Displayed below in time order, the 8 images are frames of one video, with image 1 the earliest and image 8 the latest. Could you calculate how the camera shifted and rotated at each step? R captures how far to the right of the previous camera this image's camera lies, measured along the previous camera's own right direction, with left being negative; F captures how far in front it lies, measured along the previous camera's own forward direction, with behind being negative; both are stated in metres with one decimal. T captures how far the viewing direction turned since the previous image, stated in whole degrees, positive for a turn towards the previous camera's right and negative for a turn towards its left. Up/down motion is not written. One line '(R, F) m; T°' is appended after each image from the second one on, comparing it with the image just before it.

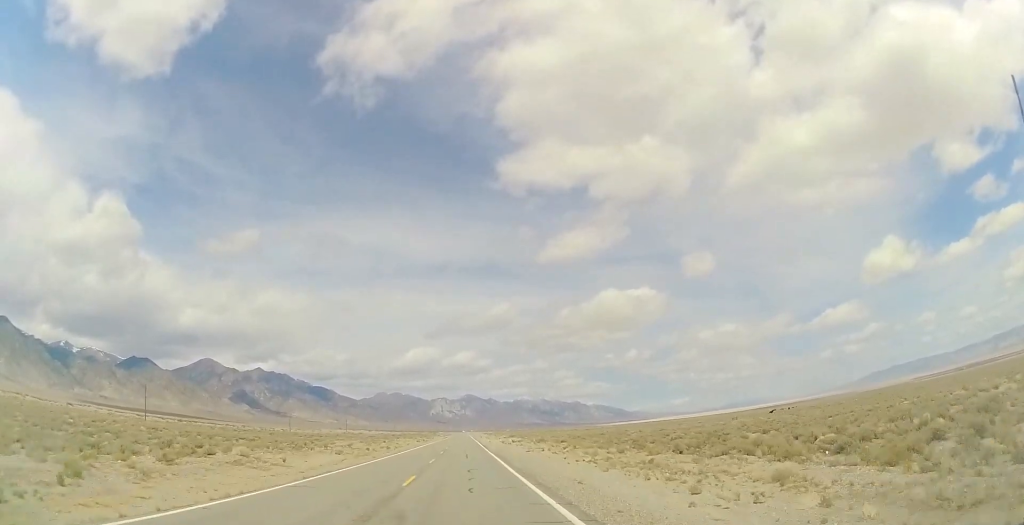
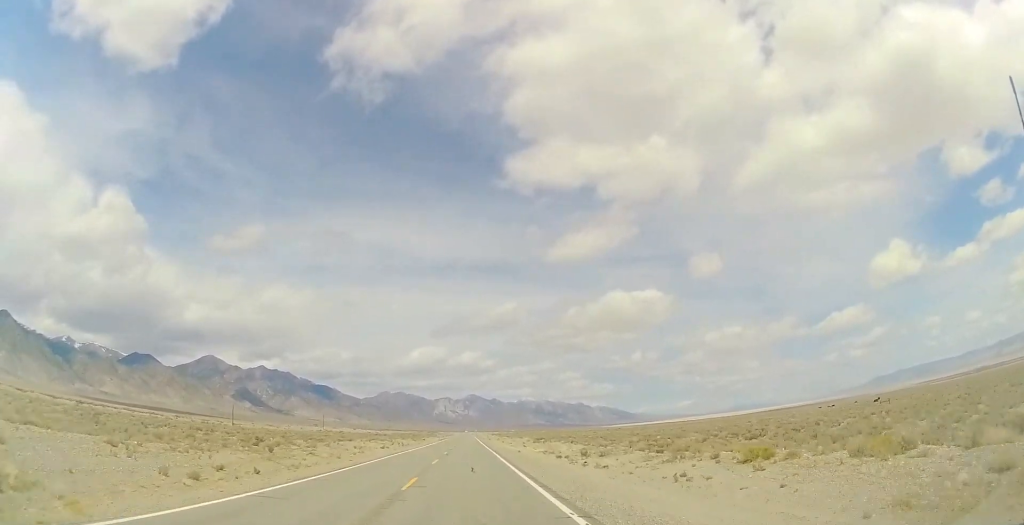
(+0.7, +49.6) m; 0°
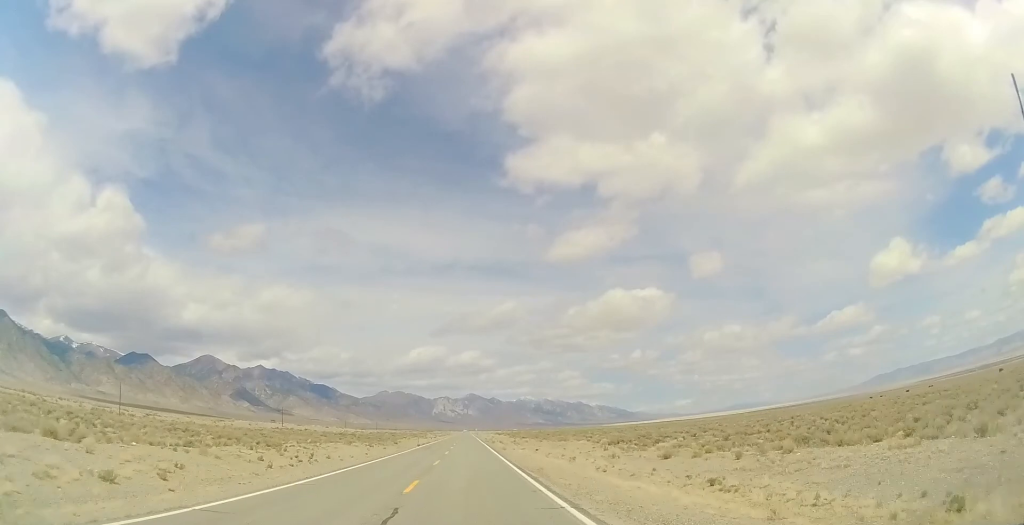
(-0.7, +49.7) m; 0°
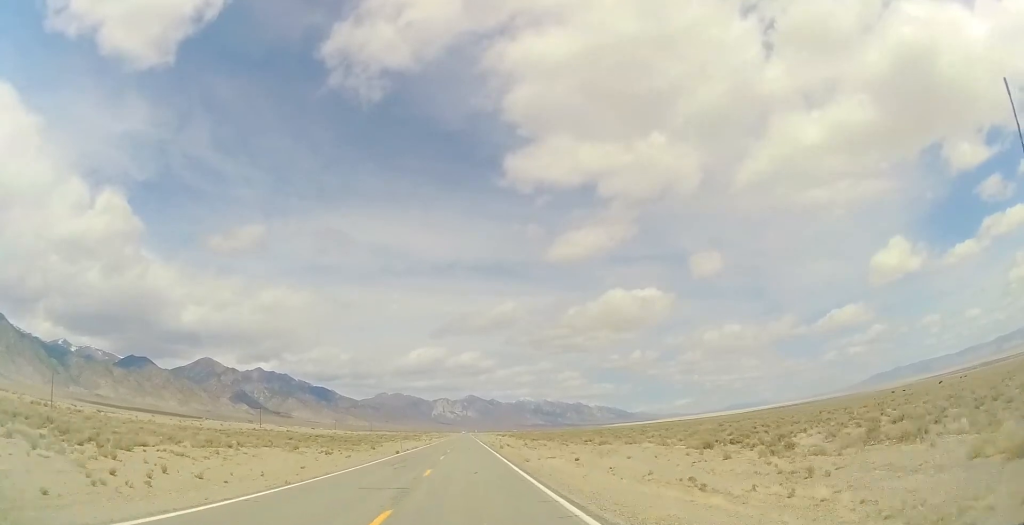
(+0.2, +18.9) m; 0°
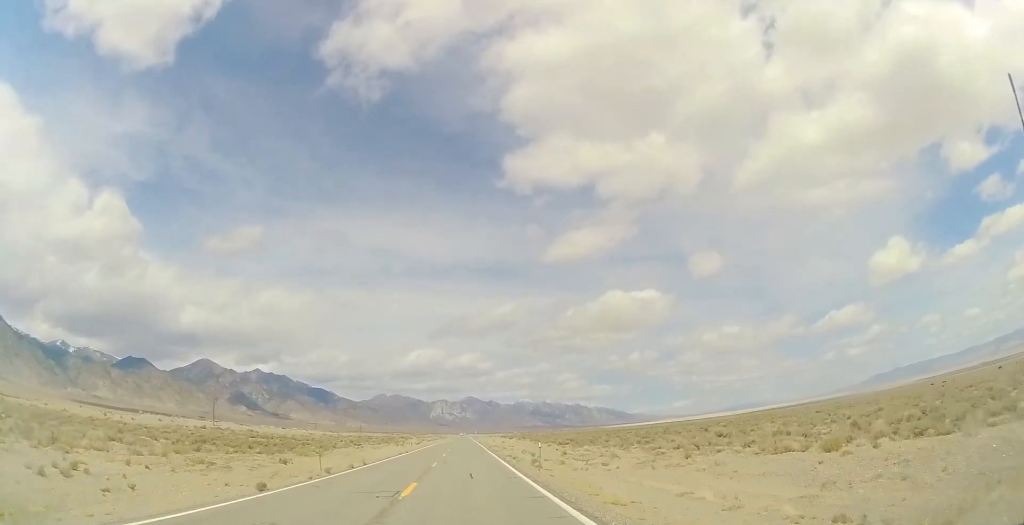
(0.0, +30.0) m; +1°
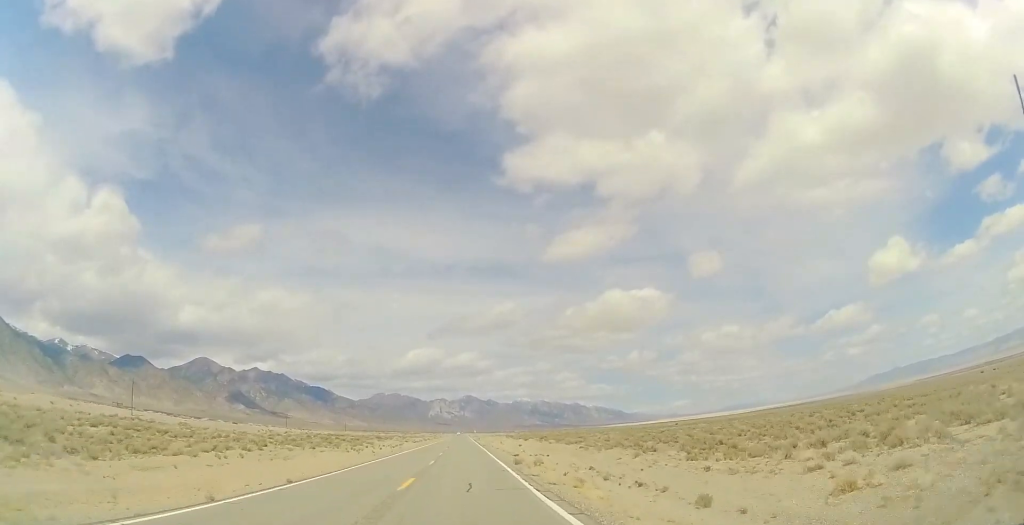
(+0.4, +34.8) m; -1°
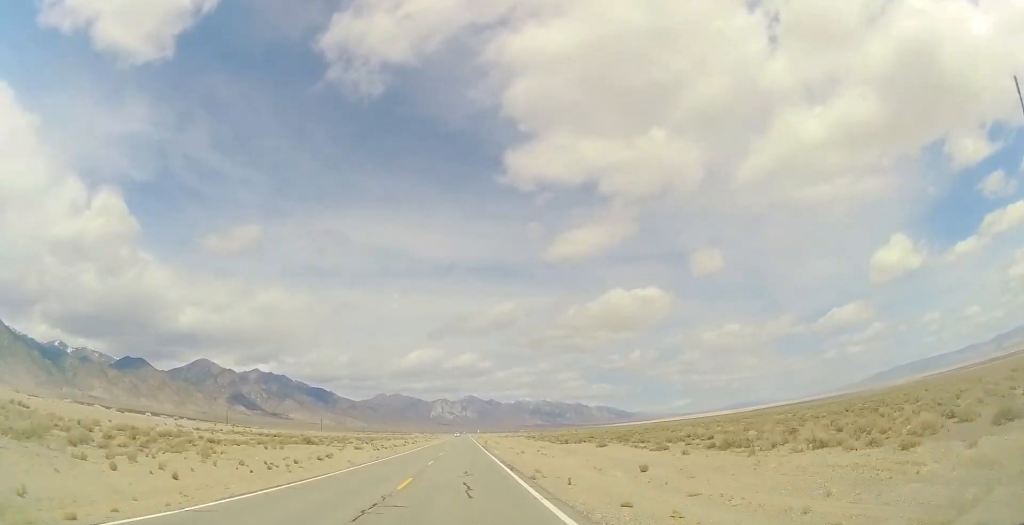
(-0.9, +48.3) m; -1°
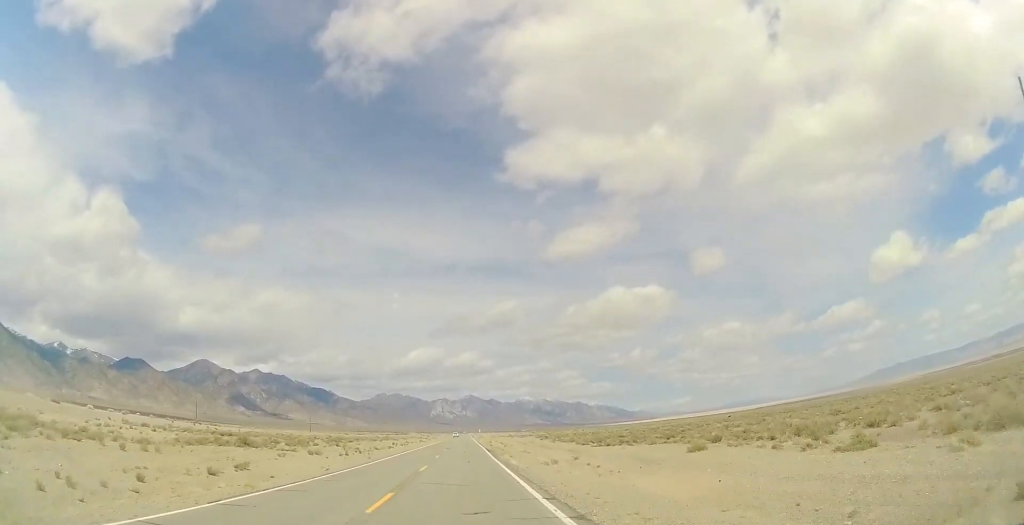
(+0.1, +16.9) m; 0°
